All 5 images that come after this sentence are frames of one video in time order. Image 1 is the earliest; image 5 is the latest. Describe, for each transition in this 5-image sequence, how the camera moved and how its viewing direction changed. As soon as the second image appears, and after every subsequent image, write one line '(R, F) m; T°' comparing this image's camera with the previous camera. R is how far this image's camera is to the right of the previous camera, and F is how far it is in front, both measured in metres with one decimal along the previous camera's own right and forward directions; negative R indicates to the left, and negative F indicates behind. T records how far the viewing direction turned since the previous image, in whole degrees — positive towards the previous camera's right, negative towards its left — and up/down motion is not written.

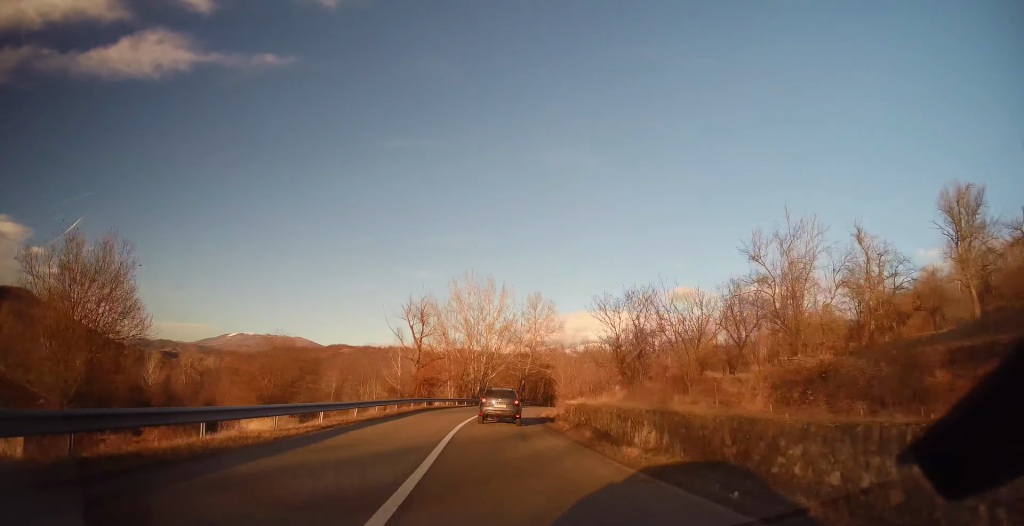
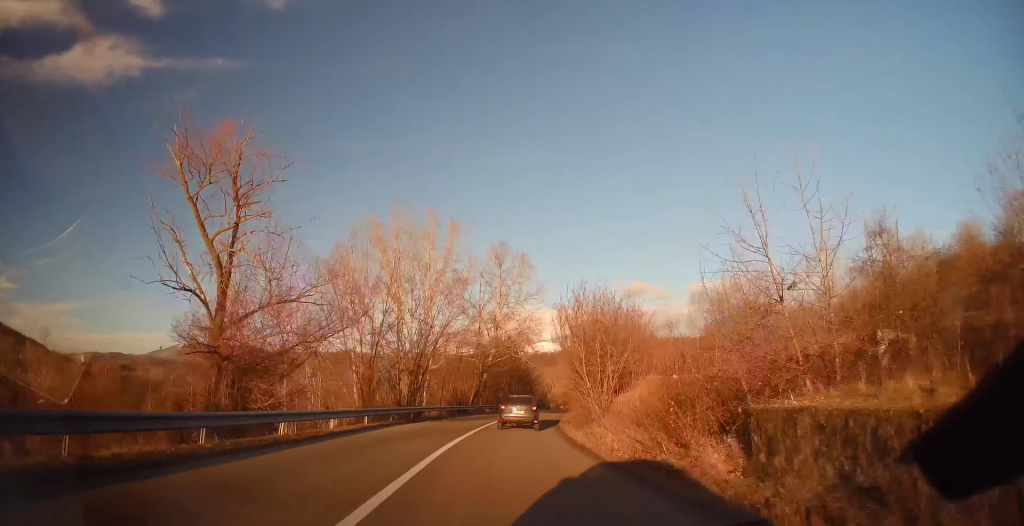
(+1.6, +31.7) m; +5°
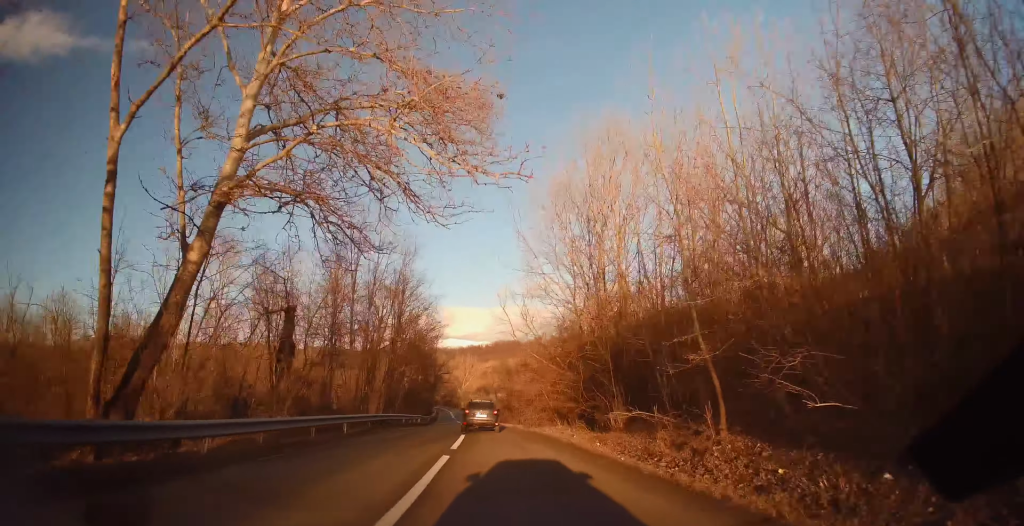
(+3.9, +49.6) m; +8°
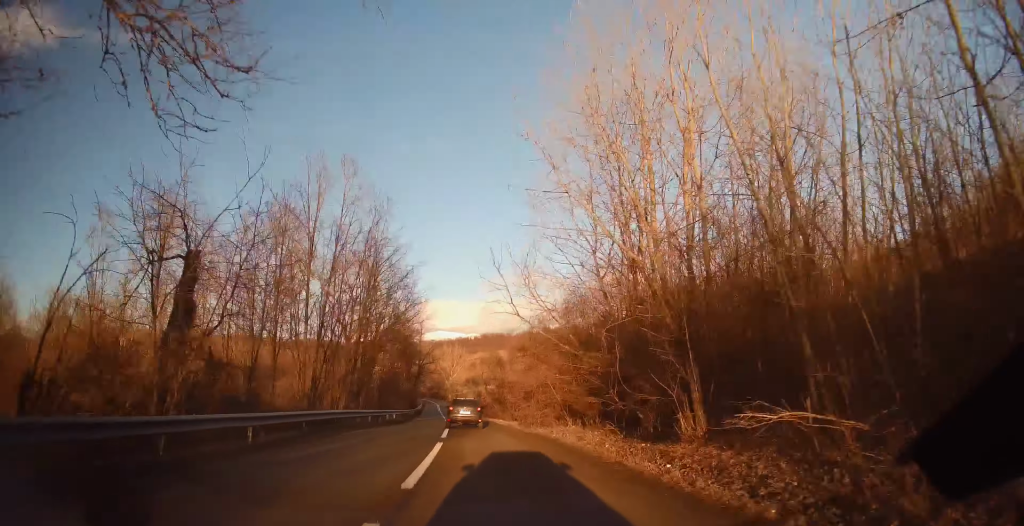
(+0.3, +7.9) m; 0°
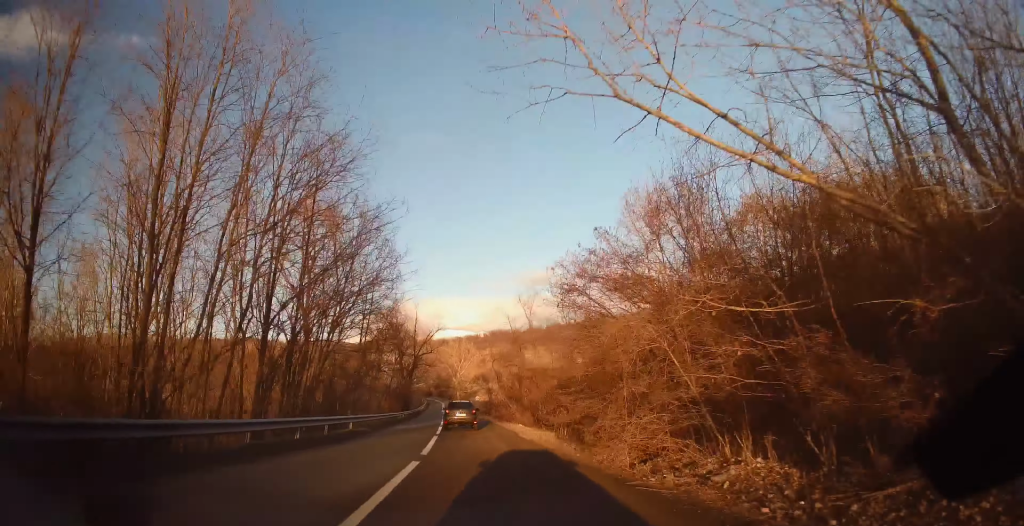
(-0.2, +16.1) m; -1°
